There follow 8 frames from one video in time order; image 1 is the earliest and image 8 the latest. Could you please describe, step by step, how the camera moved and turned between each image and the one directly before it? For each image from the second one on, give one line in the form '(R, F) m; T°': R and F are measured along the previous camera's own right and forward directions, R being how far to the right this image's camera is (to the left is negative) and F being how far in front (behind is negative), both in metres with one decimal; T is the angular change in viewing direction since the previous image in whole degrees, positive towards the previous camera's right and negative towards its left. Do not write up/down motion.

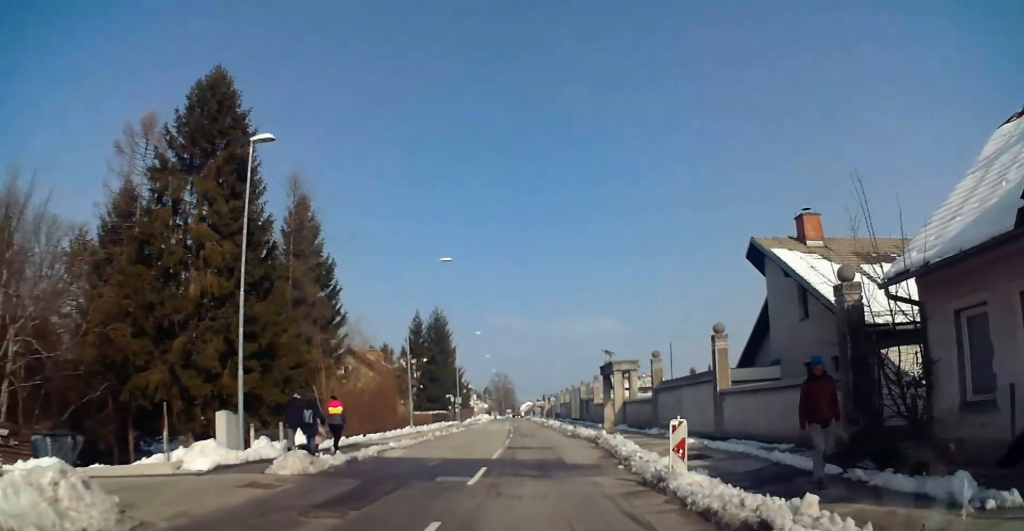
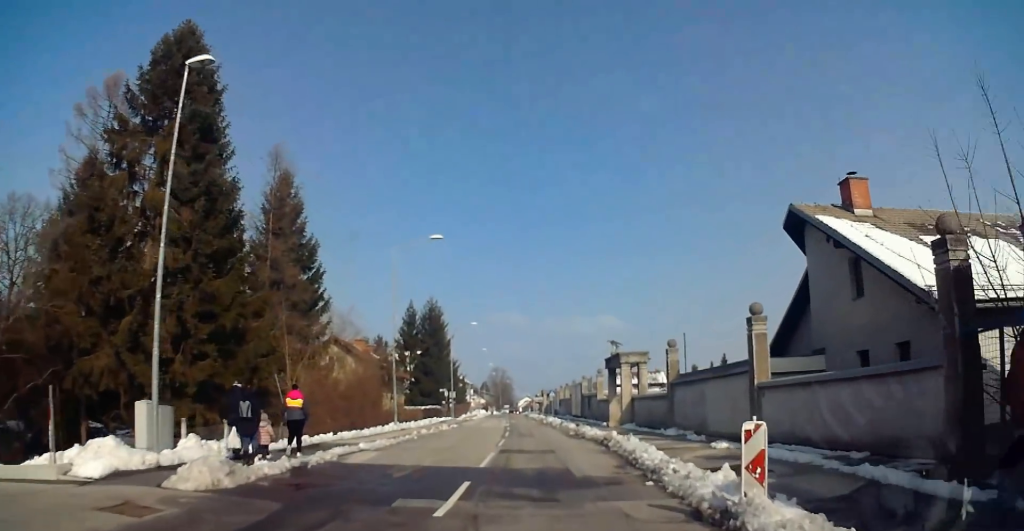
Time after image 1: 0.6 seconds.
(0.0, +4.1) m; 0°
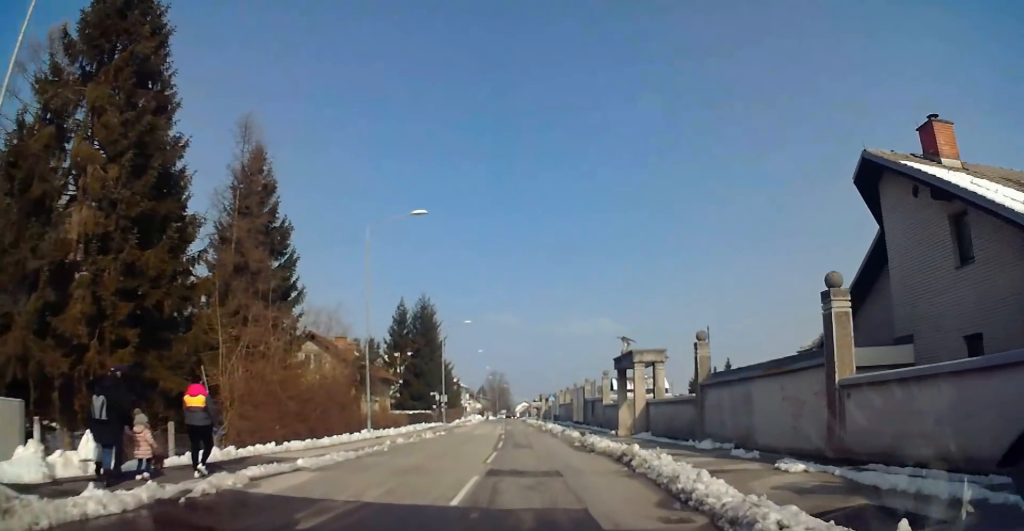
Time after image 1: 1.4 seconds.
(0.0, +5.5) m; 0°
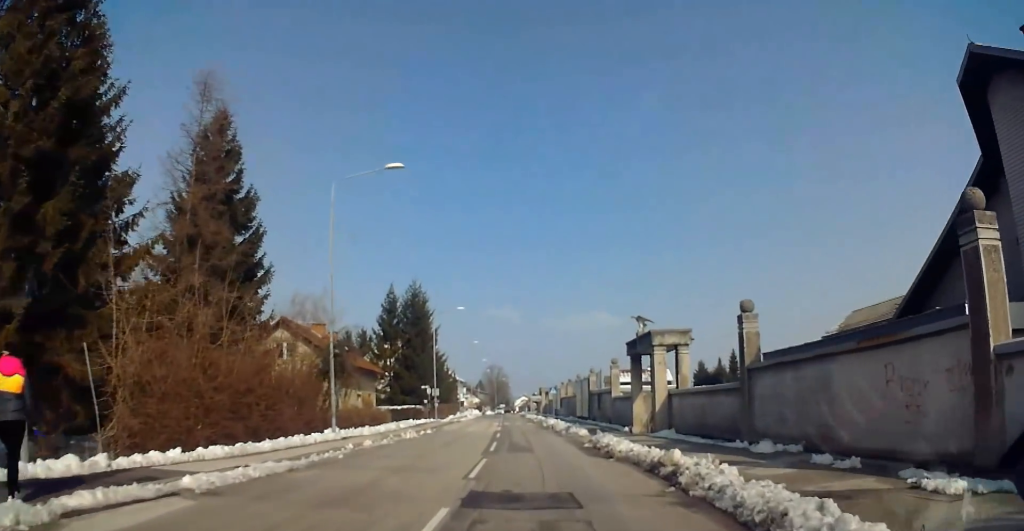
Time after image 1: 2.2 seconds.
(0.0, +5.3) m; 0°
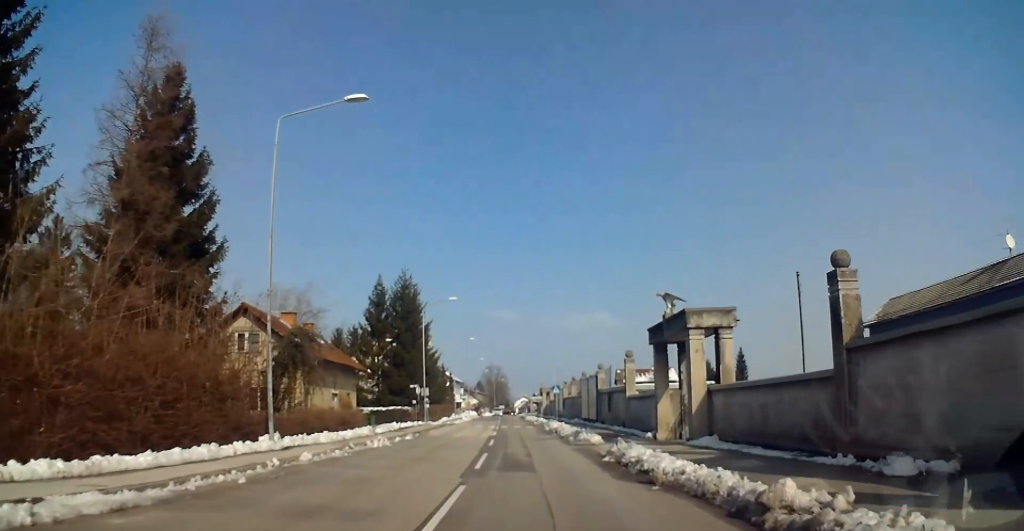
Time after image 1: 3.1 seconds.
(0.0, +6.2) m; +2°
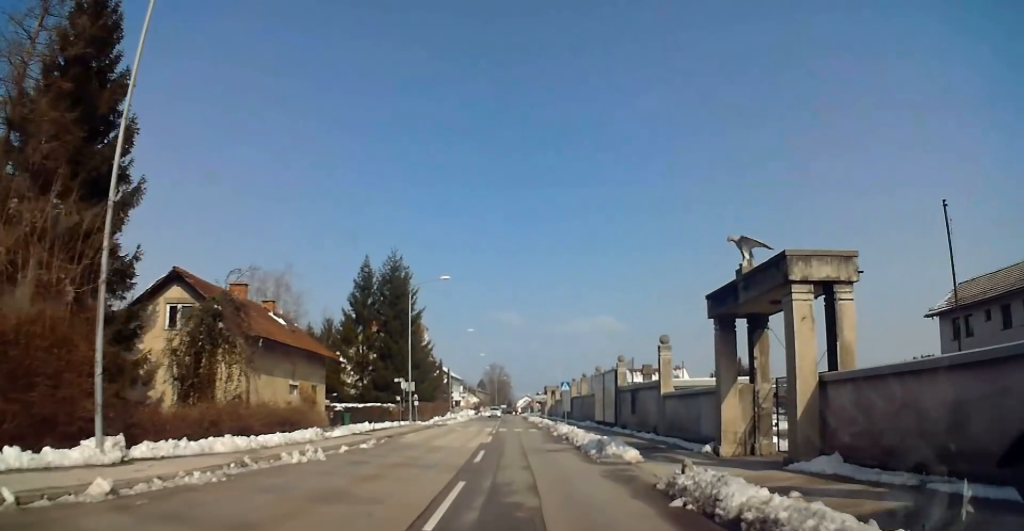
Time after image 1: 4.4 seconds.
(+0.3, +8.7) m; 0°
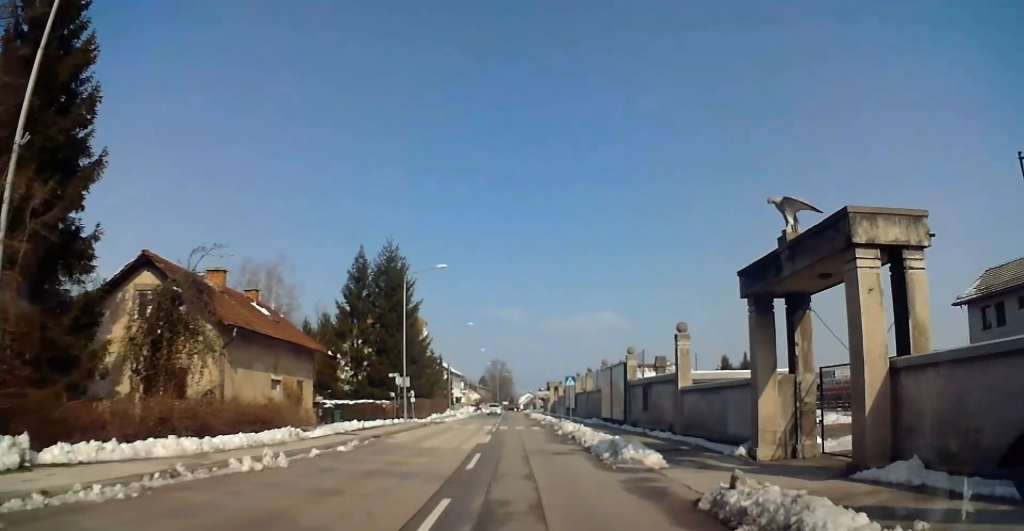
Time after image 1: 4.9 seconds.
(-0.1, +3.0) m; -1°
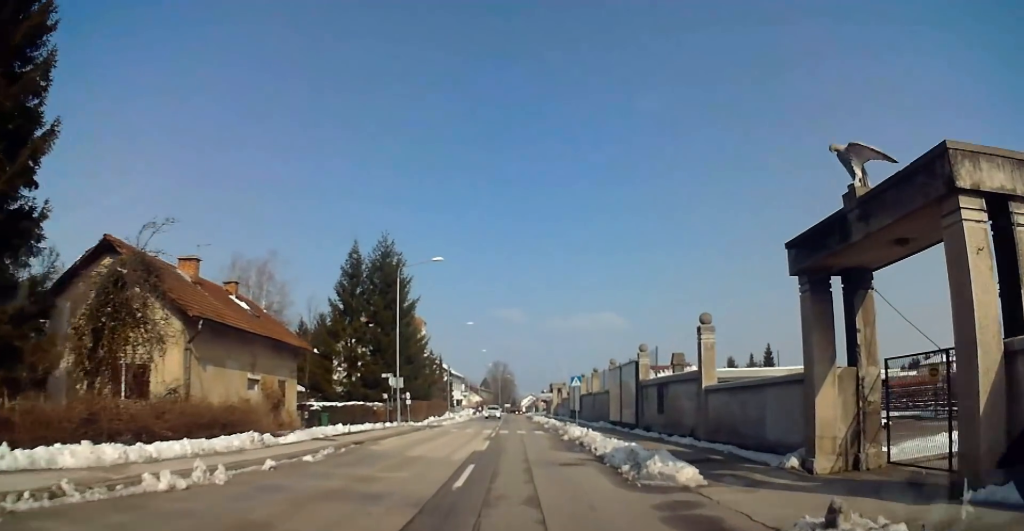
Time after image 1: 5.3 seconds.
(-0.1, +3.2) m; -1°
